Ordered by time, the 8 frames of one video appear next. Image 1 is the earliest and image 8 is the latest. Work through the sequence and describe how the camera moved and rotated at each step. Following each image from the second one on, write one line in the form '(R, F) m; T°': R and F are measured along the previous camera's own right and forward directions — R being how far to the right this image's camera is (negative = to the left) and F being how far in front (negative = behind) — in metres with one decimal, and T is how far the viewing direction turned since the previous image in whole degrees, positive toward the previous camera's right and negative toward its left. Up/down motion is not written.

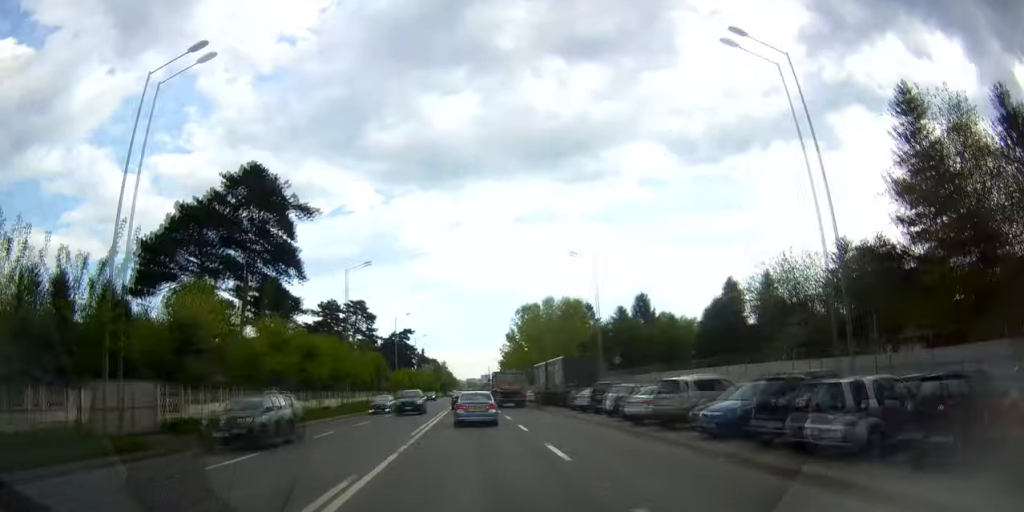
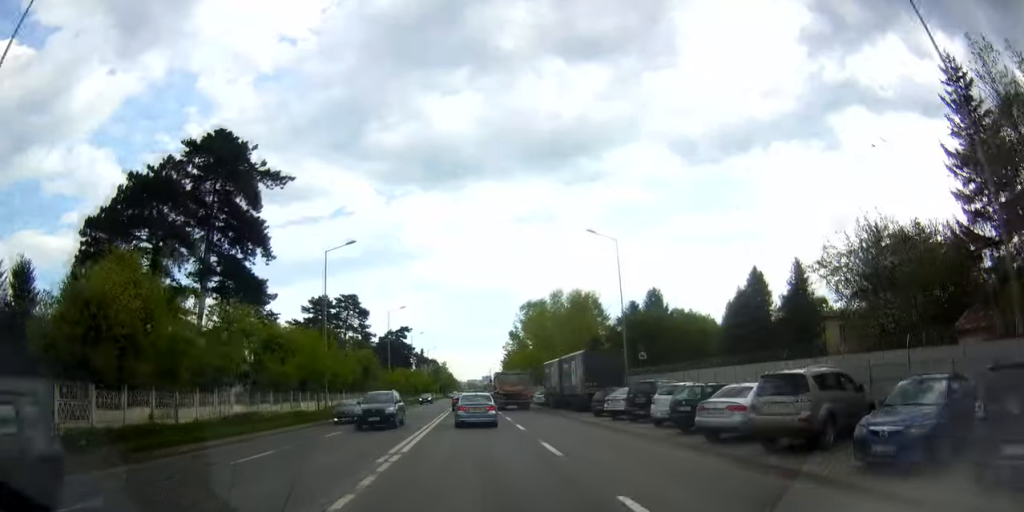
(+0.1, +7.6) m; +1°
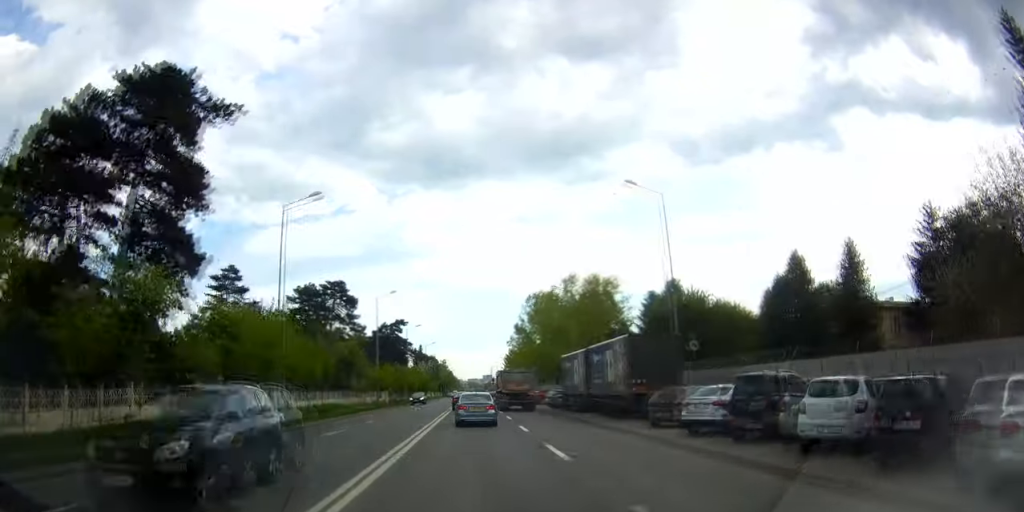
(+0.2, +9.8) m; +1°
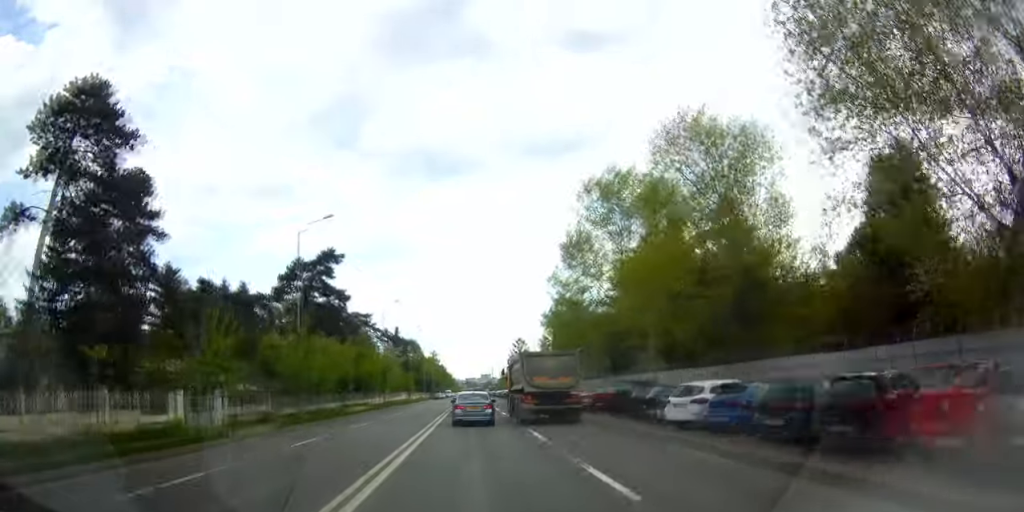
(-0.2, +55.9) m; -2°
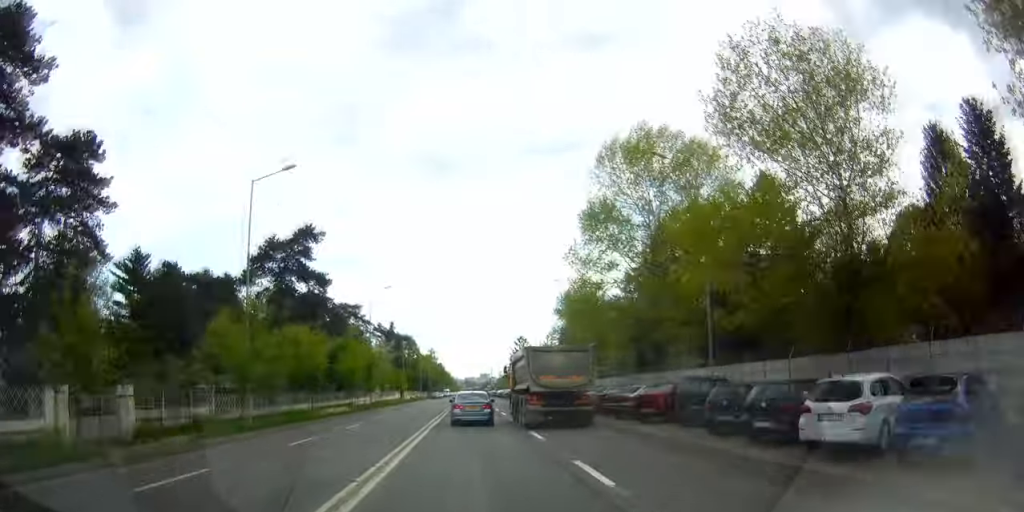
(0.0, +8.5) m; 0°
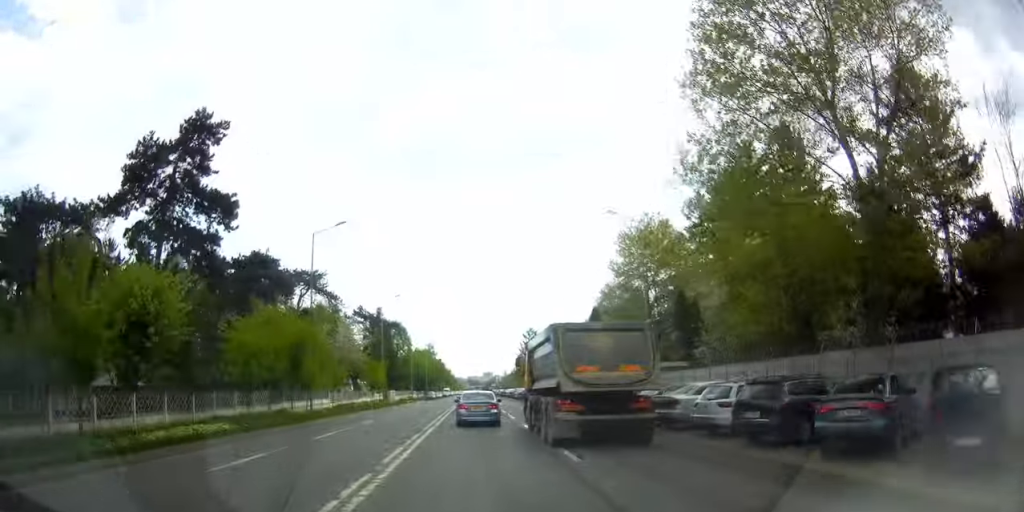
(0.0, +22.5) m; 0°
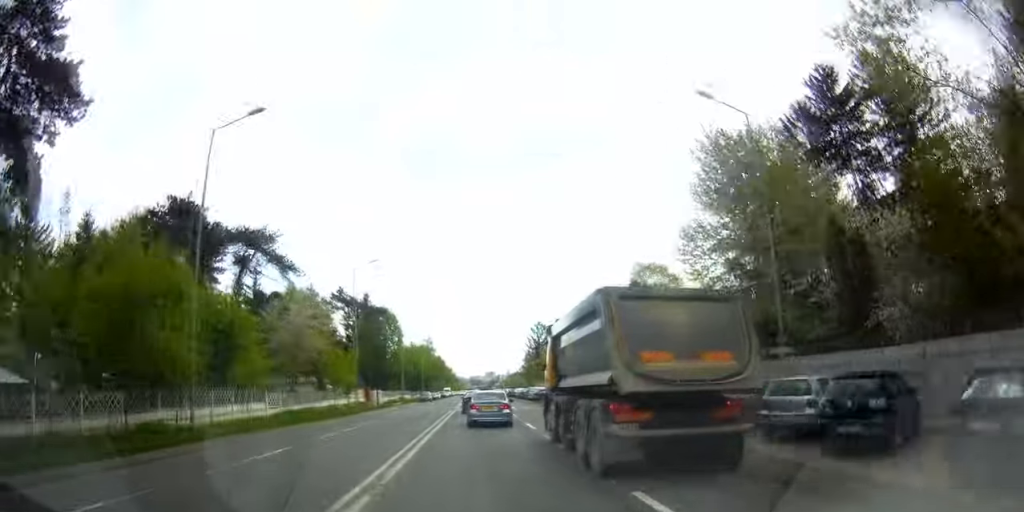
(0.0, +16.5) m; 0°
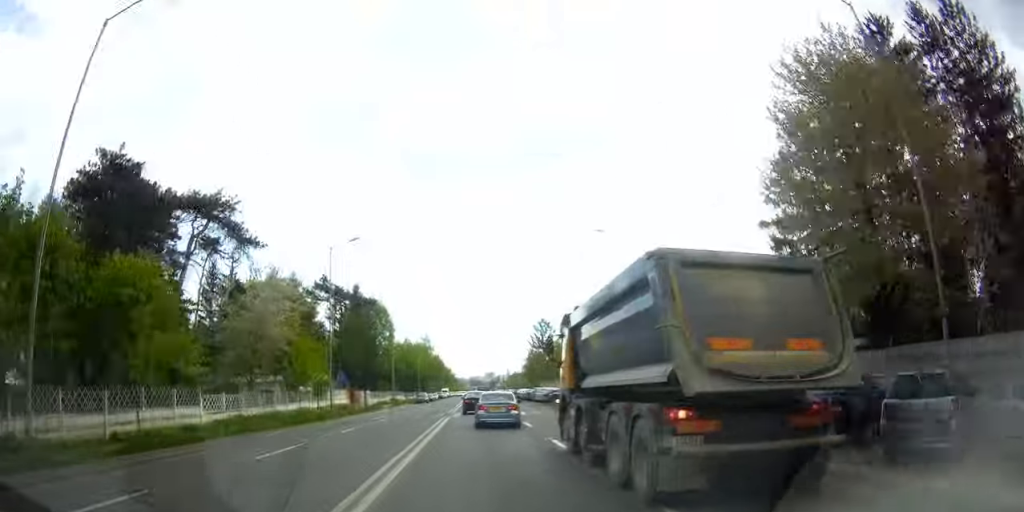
(0.0, +8.7) m; +1°
